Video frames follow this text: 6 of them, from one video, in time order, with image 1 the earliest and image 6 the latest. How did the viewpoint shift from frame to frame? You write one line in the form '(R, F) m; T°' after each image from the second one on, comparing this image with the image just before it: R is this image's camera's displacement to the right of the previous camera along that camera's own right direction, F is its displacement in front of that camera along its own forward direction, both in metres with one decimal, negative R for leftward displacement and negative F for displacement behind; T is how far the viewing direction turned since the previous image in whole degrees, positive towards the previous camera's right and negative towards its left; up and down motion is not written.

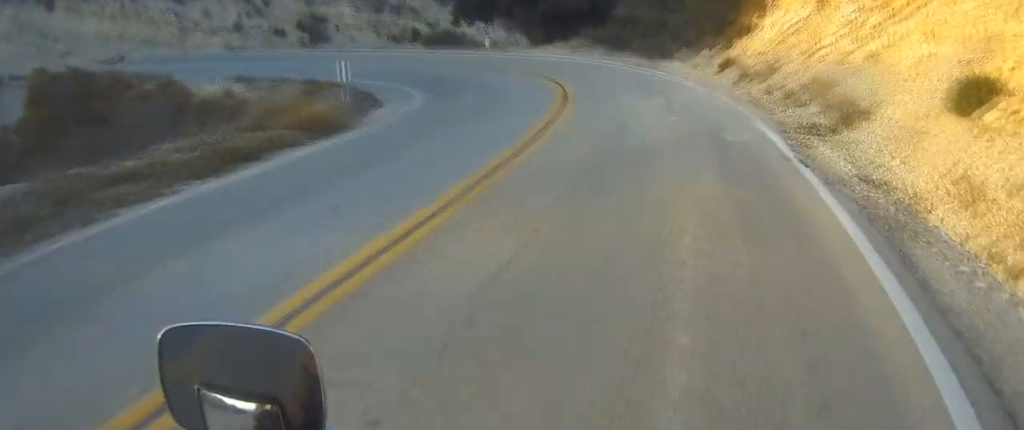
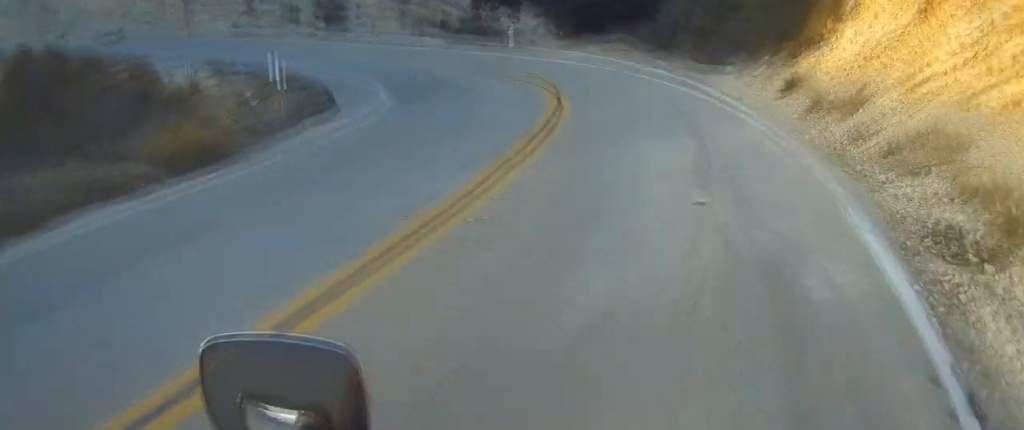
(0.0, +5.7) m; 0°
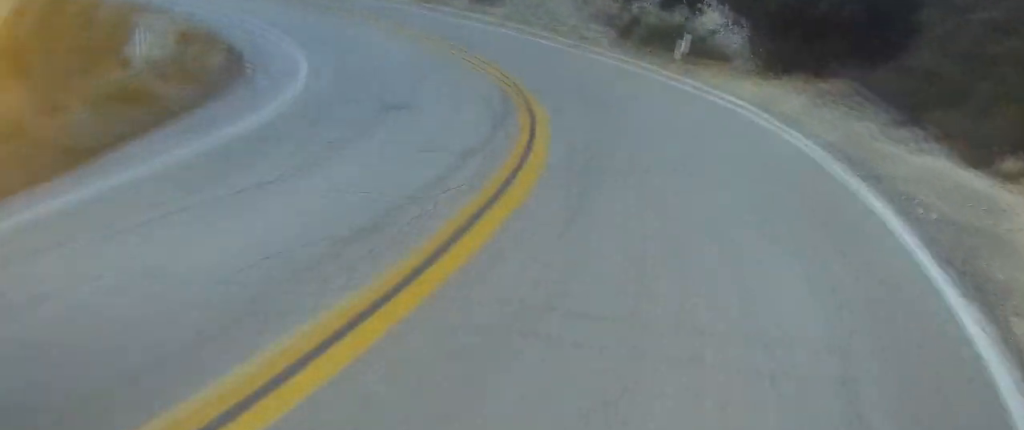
(0.0, +14.3) m; -4°
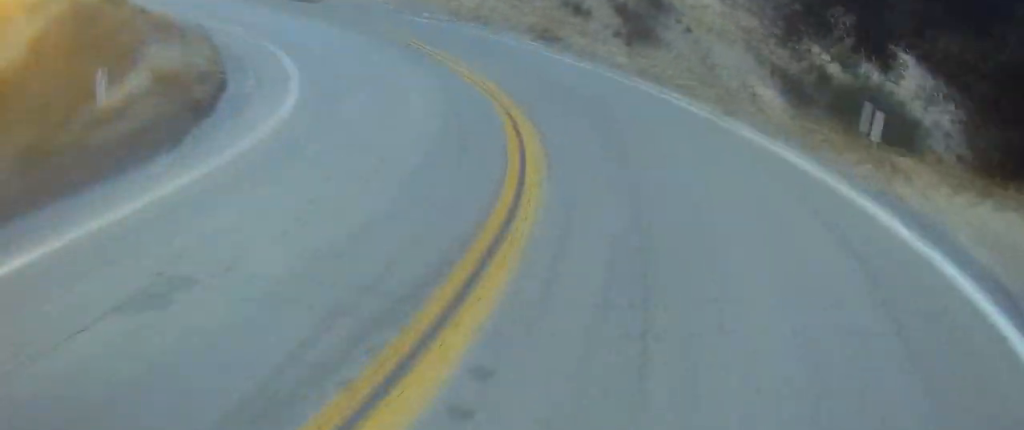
(+0.1, +7.9) m; -8°
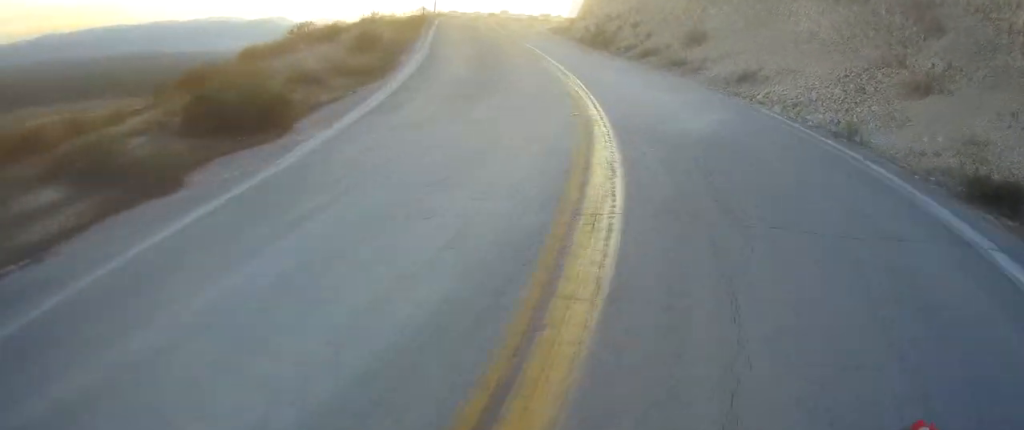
(-13.5, +20.0) m; -89°
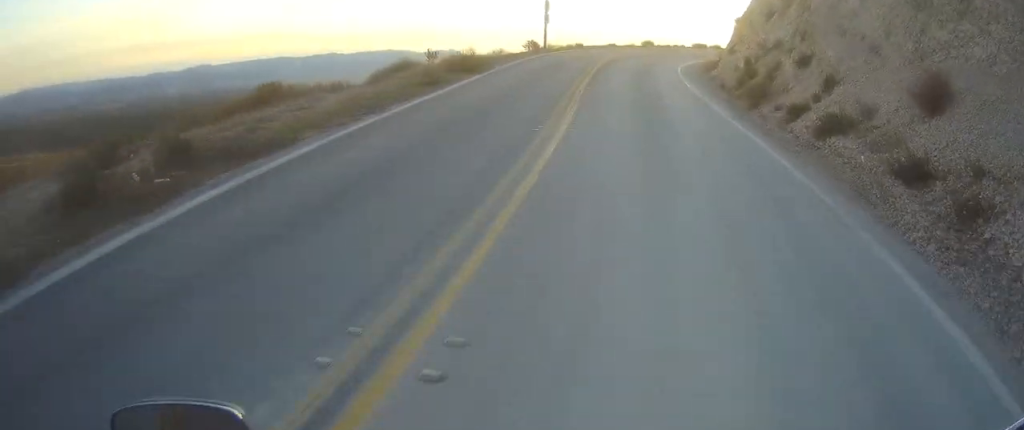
(-5.9, +15.5) m; -25°
